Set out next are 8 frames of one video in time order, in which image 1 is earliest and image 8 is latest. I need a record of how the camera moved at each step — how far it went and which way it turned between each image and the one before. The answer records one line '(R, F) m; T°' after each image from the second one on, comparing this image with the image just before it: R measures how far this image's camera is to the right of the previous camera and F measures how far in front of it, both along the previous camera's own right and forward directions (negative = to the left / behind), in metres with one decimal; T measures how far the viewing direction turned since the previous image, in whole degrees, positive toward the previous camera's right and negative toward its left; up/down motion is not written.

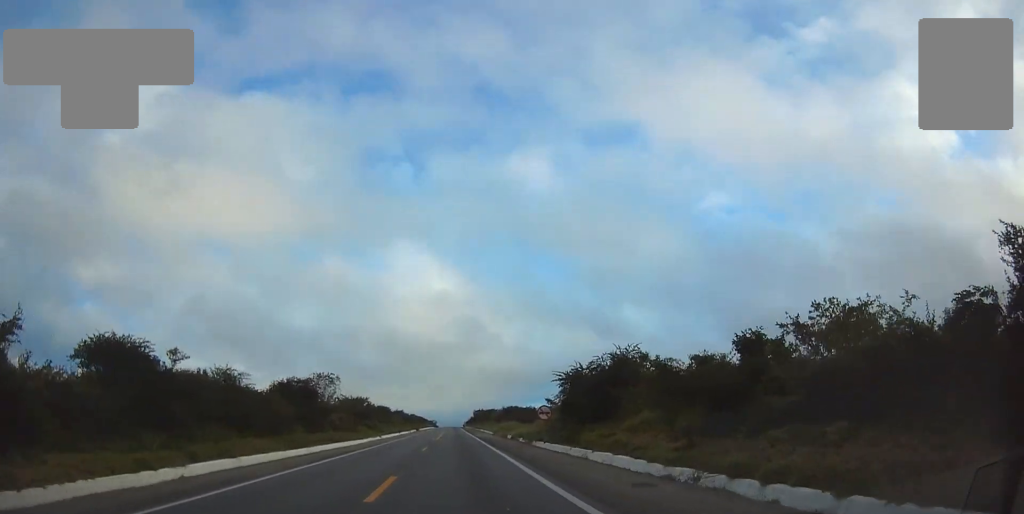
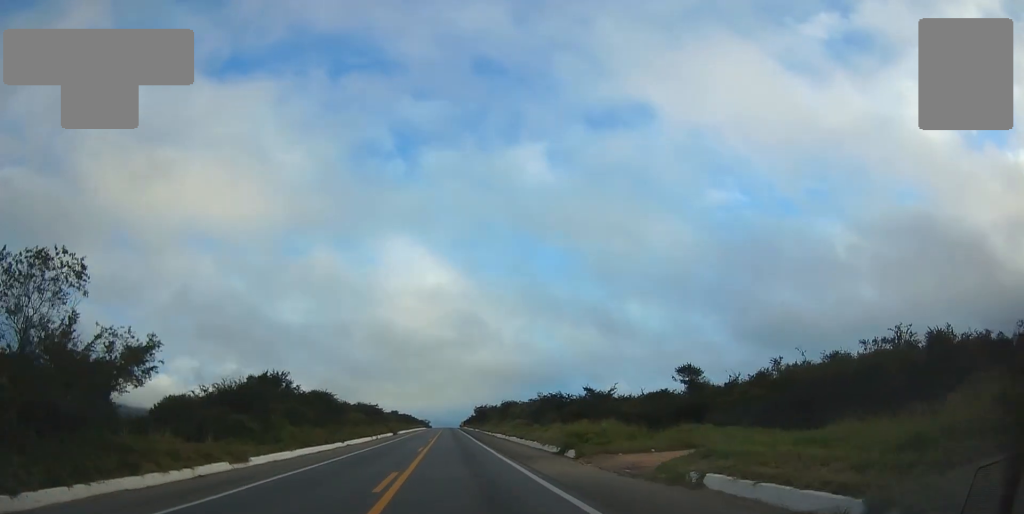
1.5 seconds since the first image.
(-0.3, +47.1) m; -1°
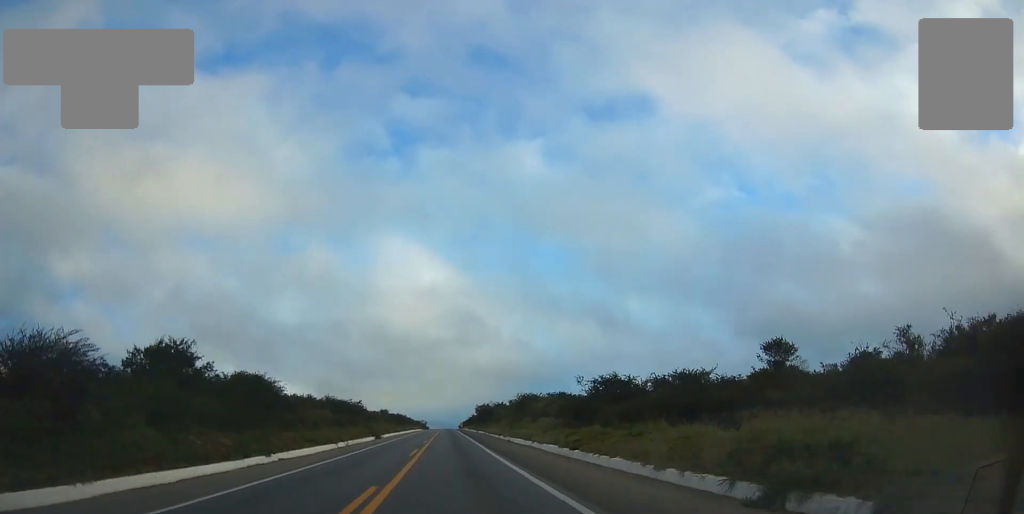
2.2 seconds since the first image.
(-0.2, +19.5) m; 0°
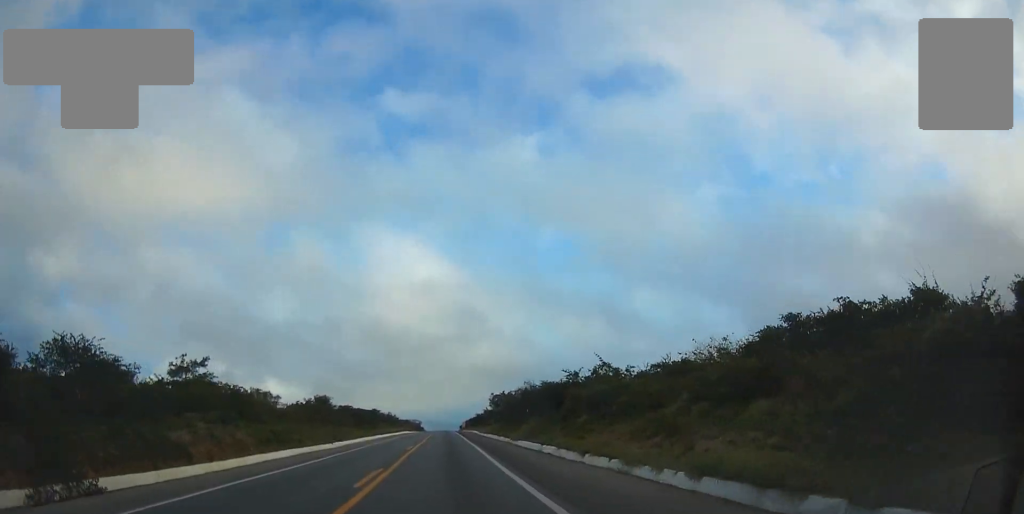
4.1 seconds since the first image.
(+0.7, +59.4) m; 0°
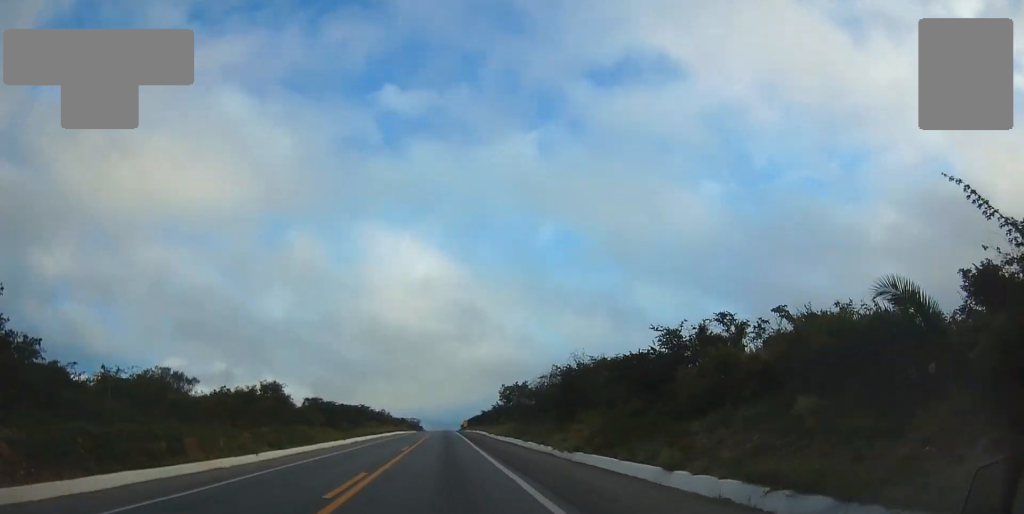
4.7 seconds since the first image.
(-0.3, +18.6) m; -1°
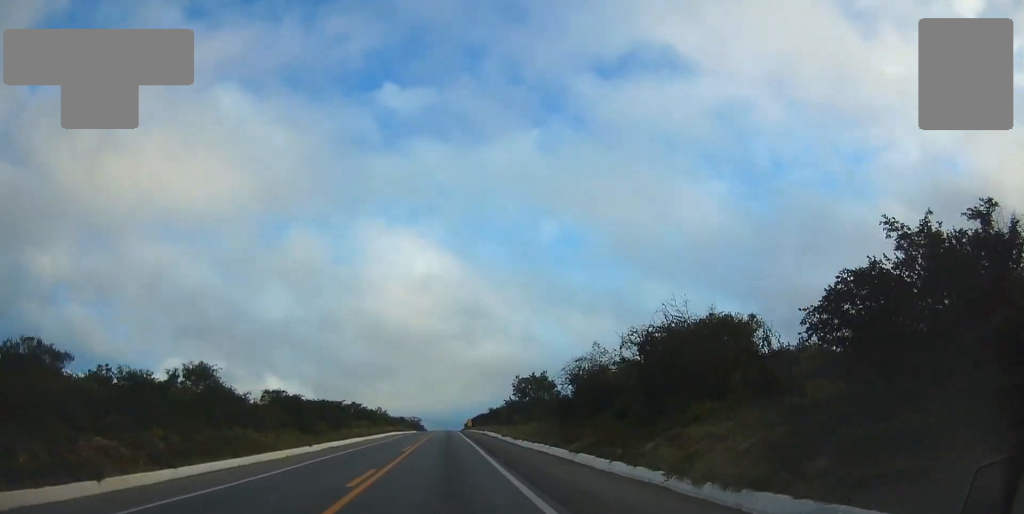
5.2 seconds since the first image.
(+0.1, +14.0) m; 0°
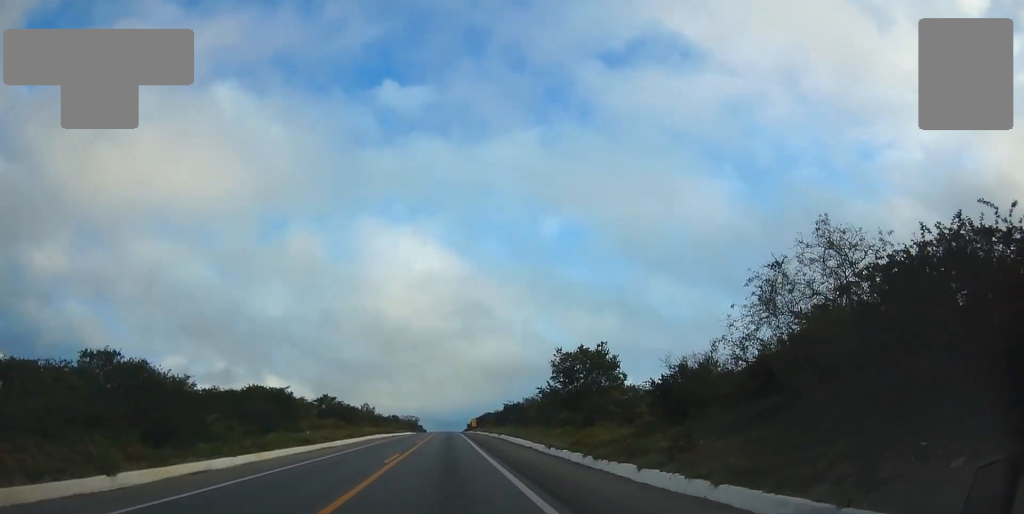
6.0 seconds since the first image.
(+0.2, +24.4) m; +1°
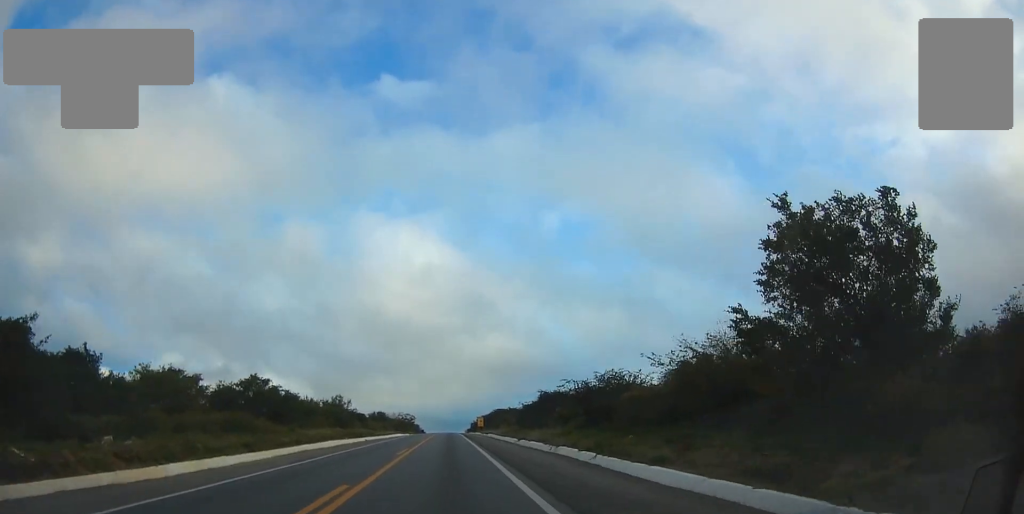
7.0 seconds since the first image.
(+0.2, +29.5) m; 0°
